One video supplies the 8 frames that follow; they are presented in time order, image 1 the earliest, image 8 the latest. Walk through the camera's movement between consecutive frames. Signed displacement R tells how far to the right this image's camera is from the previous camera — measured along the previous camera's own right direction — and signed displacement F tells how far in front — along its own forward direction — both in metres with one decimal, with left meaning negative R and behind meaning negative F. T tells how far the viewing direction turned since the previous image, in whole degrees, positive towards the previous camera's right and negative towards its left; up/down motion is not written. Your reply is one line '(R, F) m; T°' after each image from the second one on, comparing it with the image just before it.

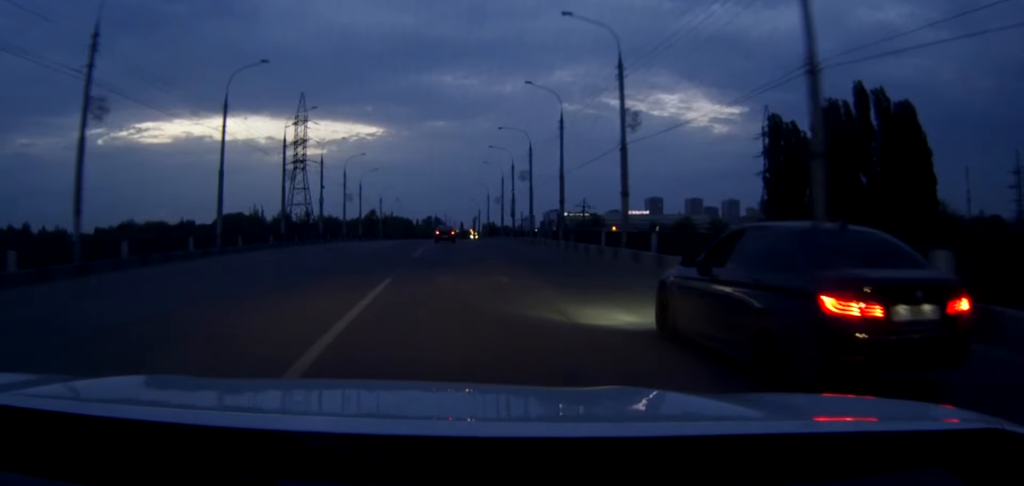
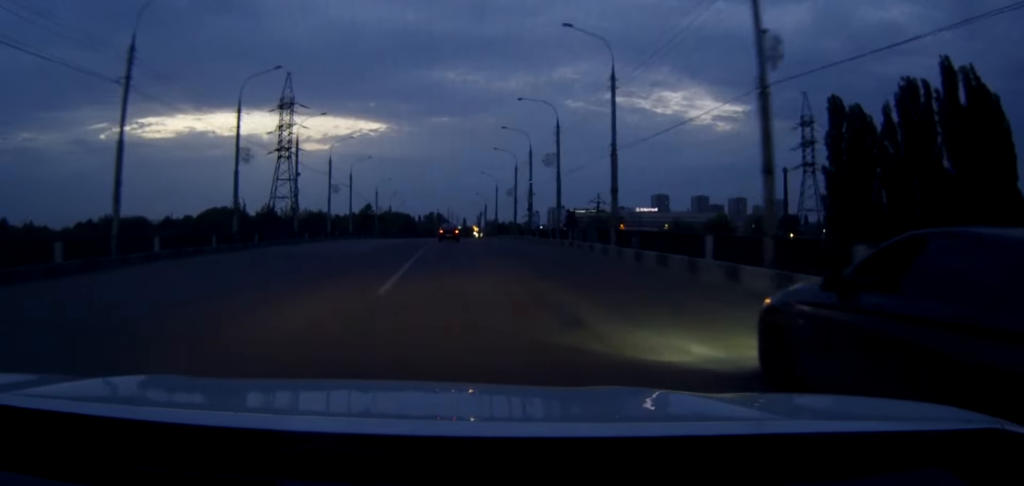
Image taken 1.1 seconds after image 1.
(0.0, +17.5) m; 0°
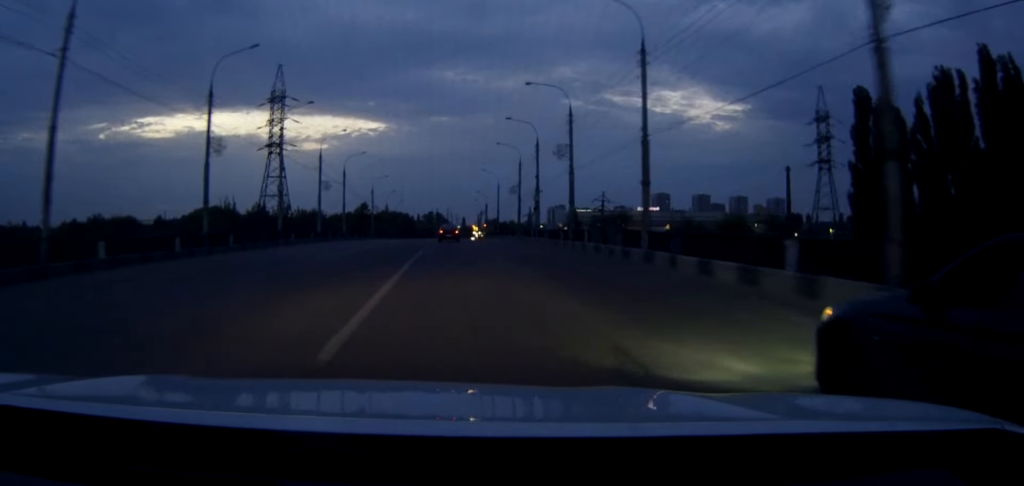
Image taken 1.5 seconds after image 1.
(0.0, +6.9) m; 0°
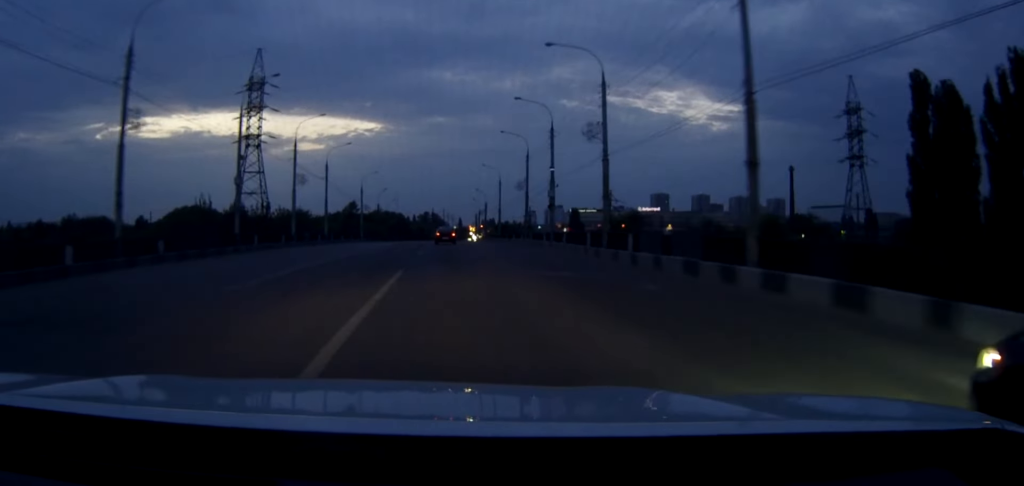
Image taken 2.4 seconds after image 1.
(0.0, +13.3) m; 0°
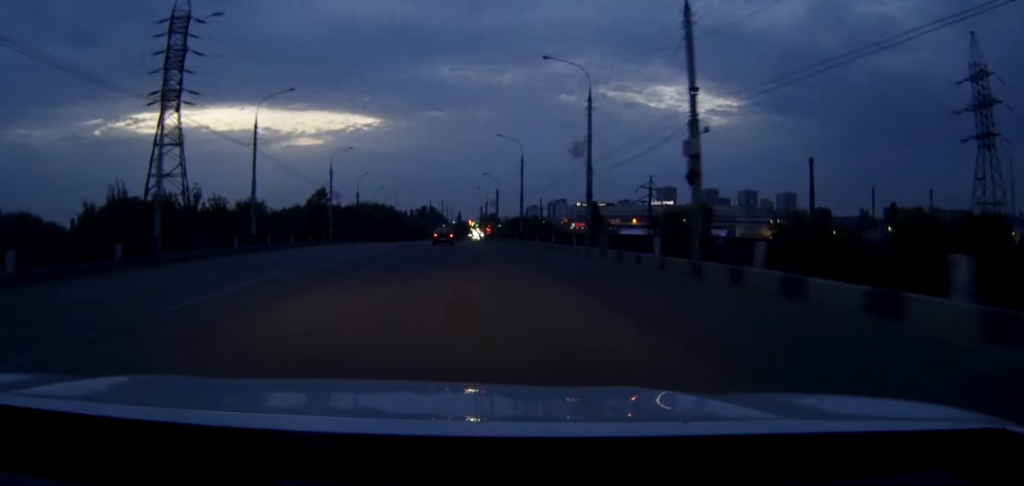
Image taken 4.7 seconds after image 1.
(+0.1, +37.0) m; 0°
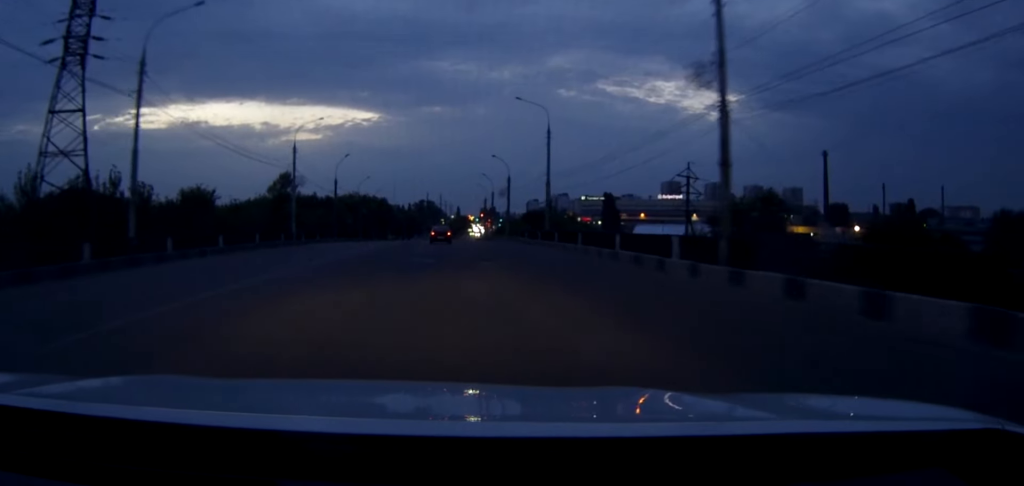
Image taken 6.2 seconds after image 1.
(-0.1, +24.2) m; 0°
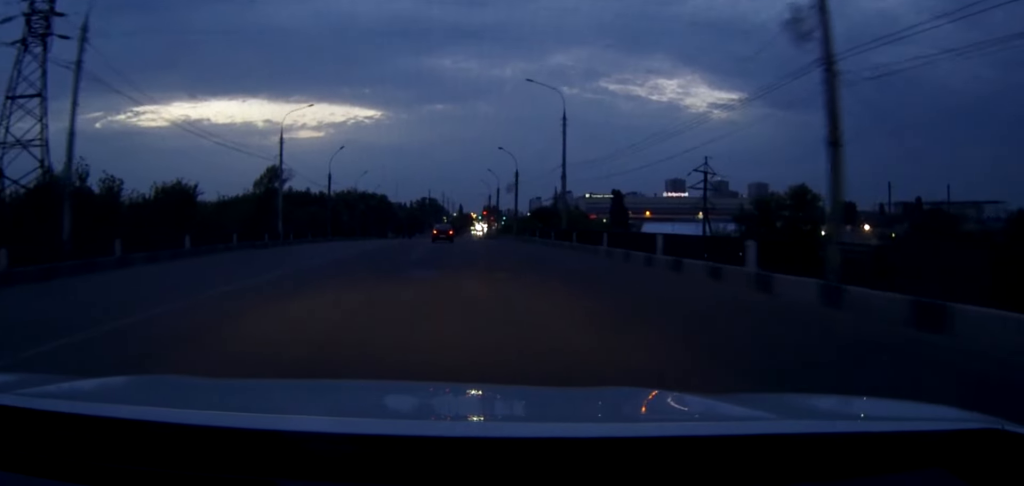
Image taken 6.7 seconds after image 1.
(0.0, +7.6) m; 0°
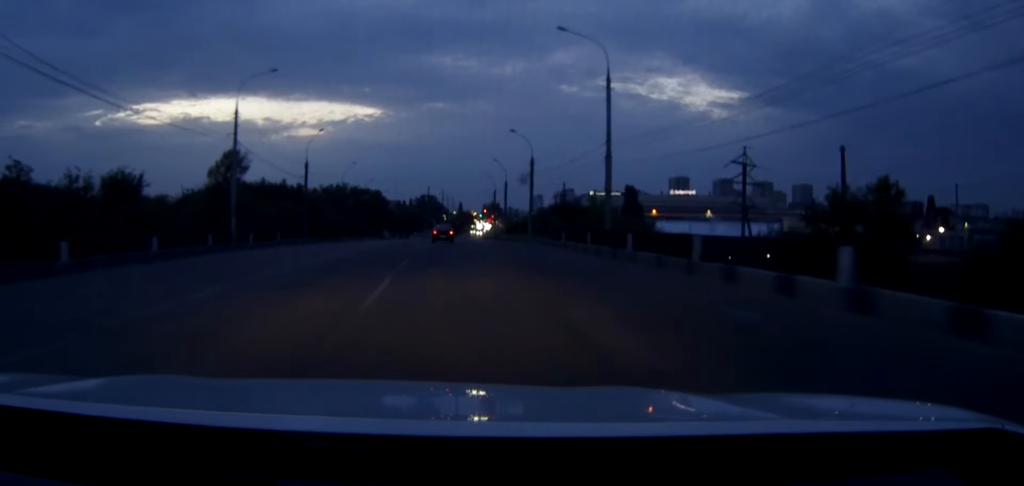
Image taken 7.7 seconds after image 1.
(0.0, +16.1) m; 0°
